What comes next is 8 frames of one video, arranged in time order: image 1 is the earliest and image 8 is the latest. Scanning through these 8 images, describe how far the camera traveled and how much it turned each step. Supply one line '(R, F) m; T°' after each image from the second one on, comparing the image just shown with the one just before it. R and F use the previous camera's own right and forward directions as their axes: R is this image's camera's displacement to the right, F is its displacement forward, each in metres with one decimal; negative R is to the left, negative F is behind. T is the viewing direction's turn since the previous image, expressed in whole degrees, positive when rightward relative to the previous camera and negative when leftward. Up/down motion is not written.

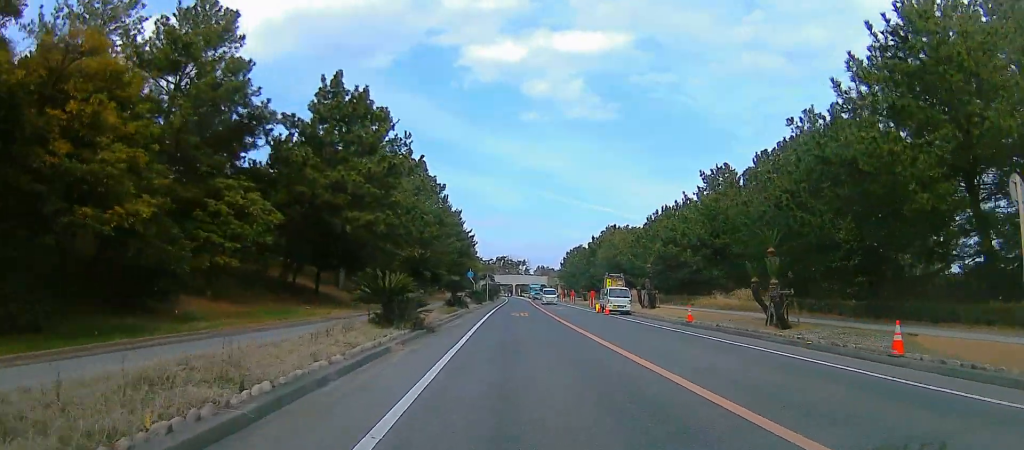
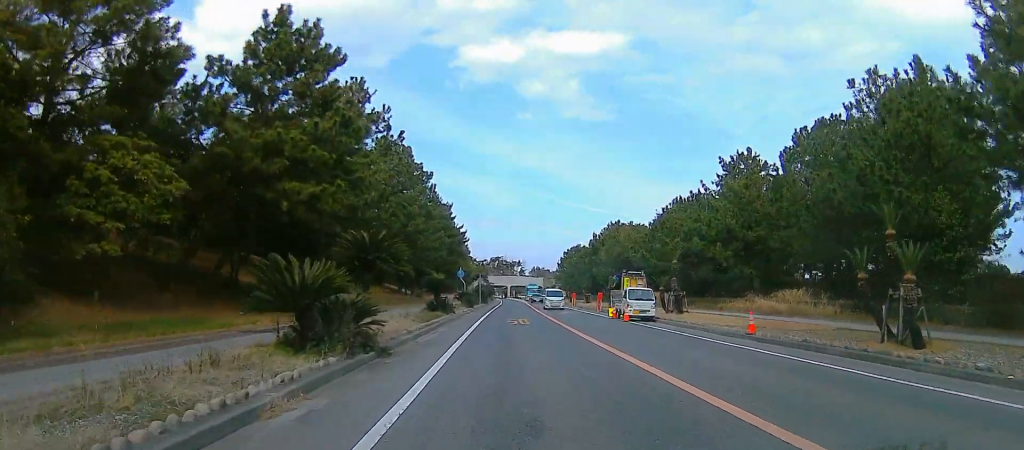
(+0.1, +7.2) m; +1°
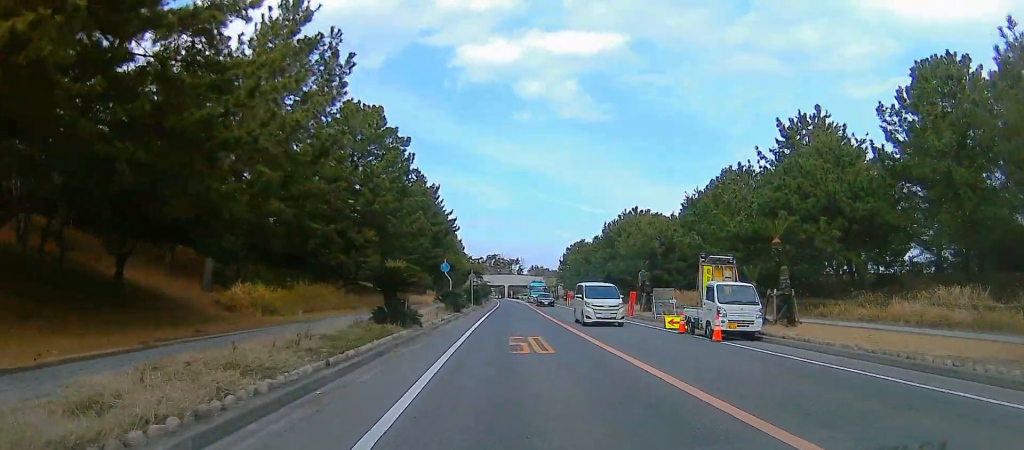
(0.0, +12.9) m; 0°
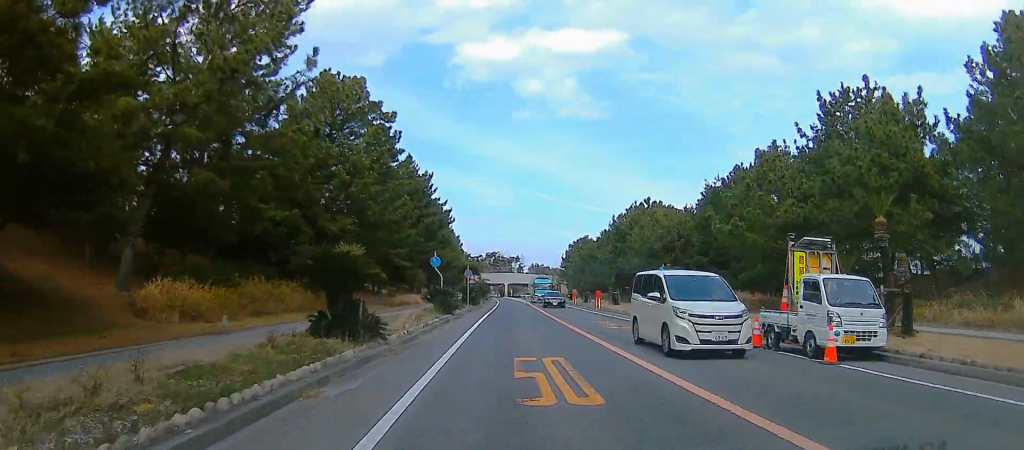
(0.0, +6.2) m; -1°
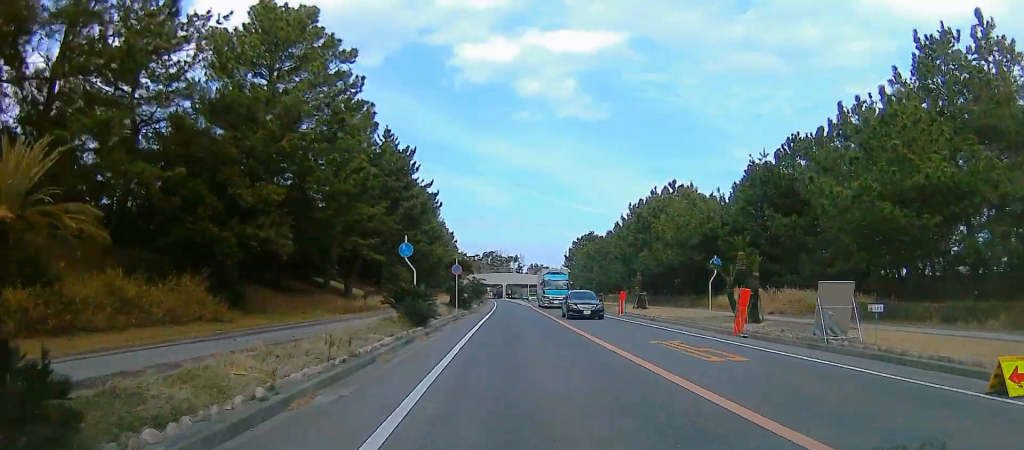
(-0.2, +10.9) m; -1°
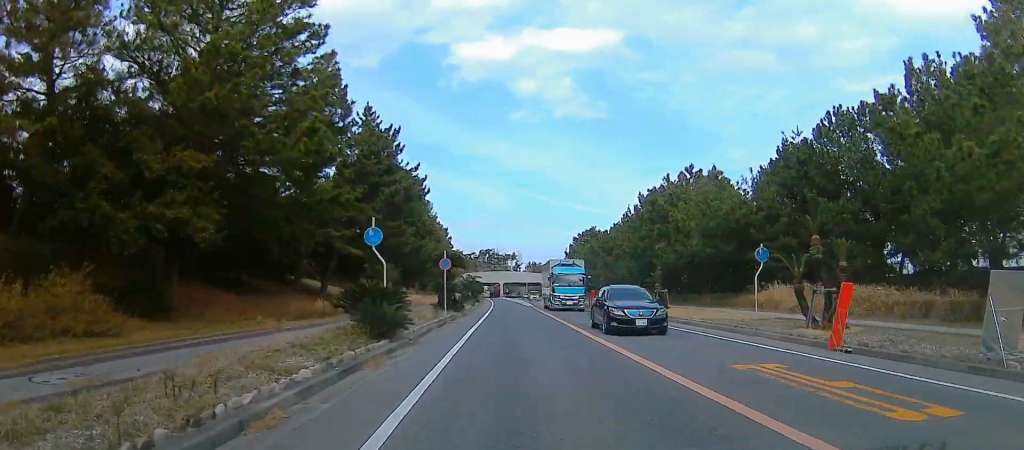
(-0.1, +6.2) m; -1°
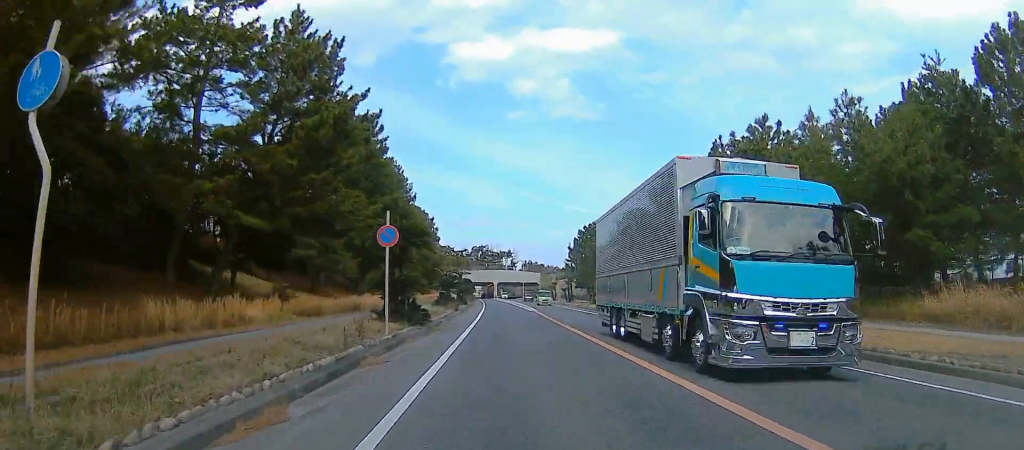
(0.0, +15.5) m; 0°
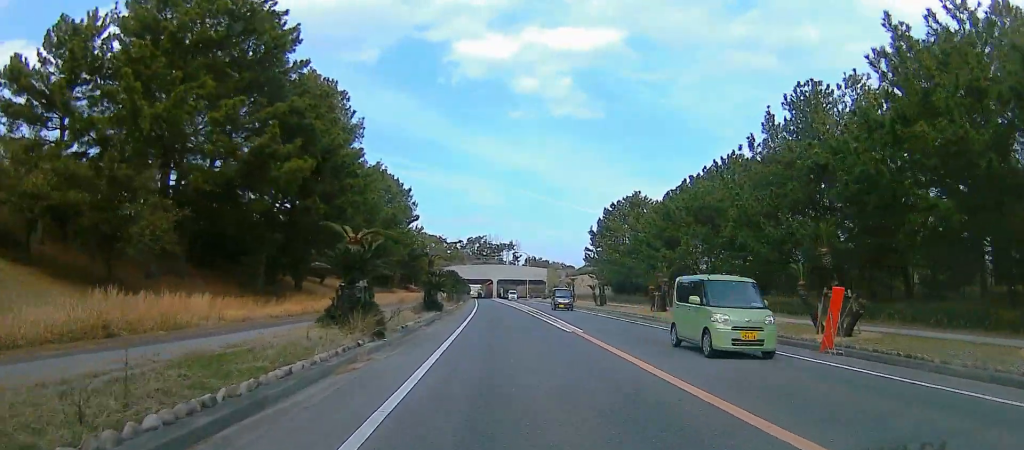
(+1.6, +25.3) m; +5°
